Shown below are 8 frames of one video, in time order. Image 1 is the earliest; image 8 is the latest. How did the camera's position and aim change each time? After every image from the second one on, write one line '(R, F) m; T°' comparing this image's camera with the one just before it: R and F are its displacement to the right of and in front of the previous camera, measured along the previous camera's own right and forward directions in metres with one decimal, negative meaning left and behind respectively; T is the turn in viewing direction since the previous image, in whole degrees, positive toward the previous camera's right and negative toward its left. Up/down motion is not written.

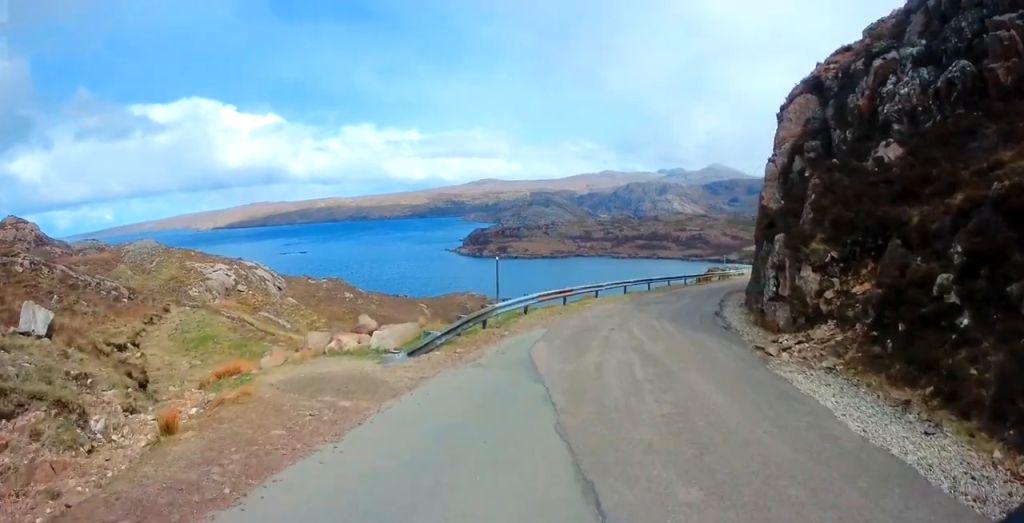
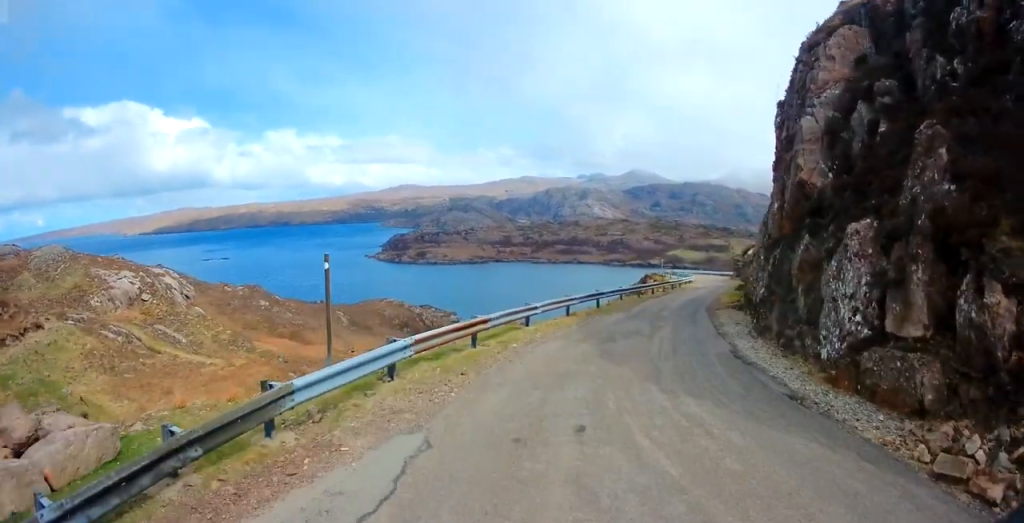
(+0.9, +9.4) m; +8°
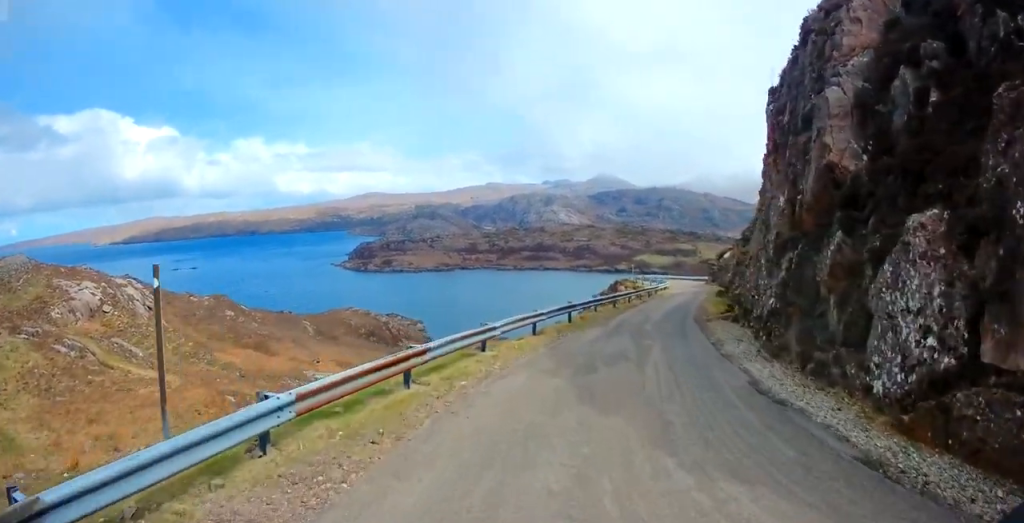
(0.0, +3.4) m; +4°
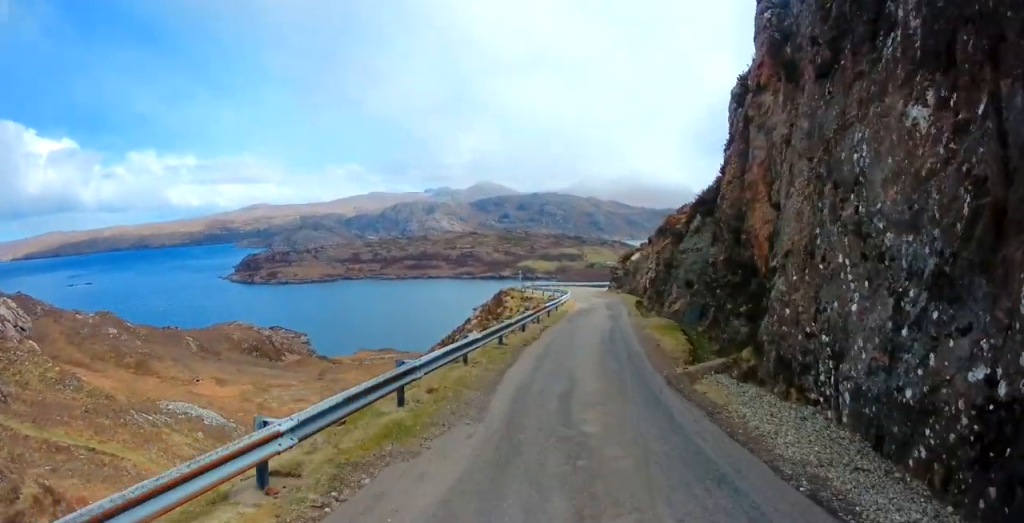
(+1.2, +10.7) m; +12°
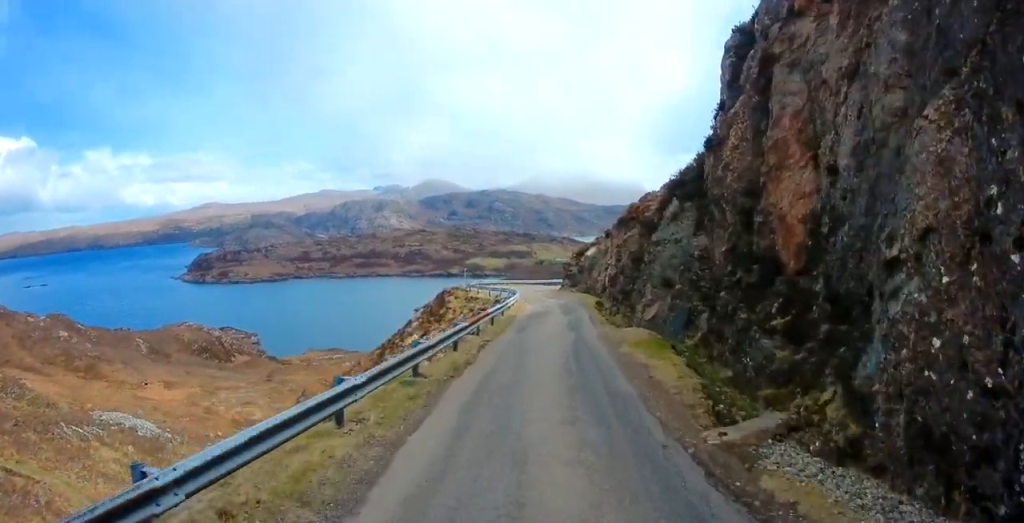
(+0.2, +5.0) m; +3°
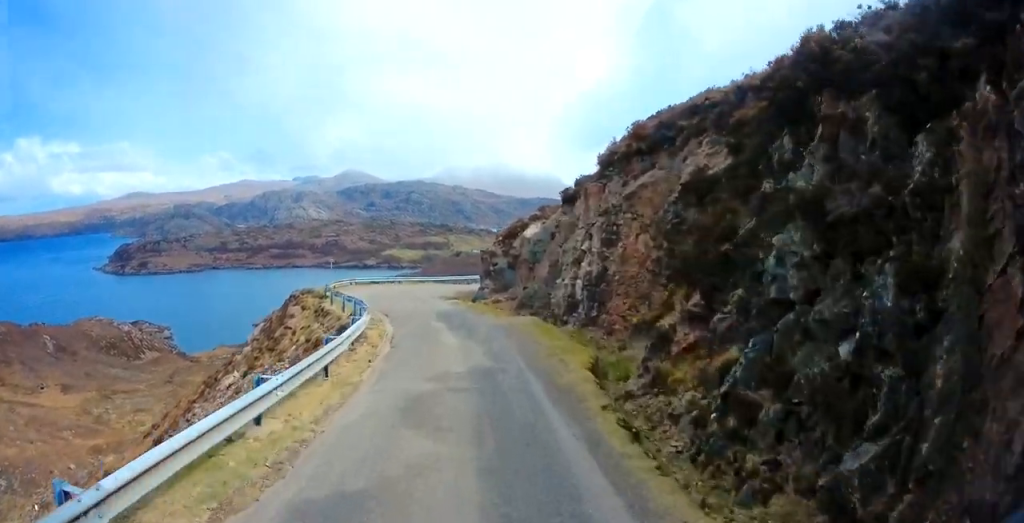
(+0.7, +22.4) m; +4°
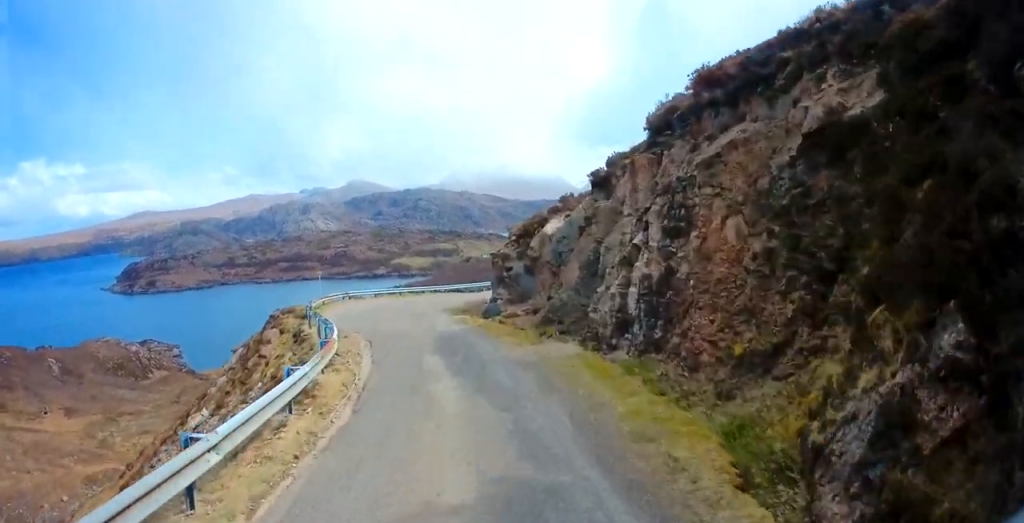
(+0.2, +5.7) m; -1°
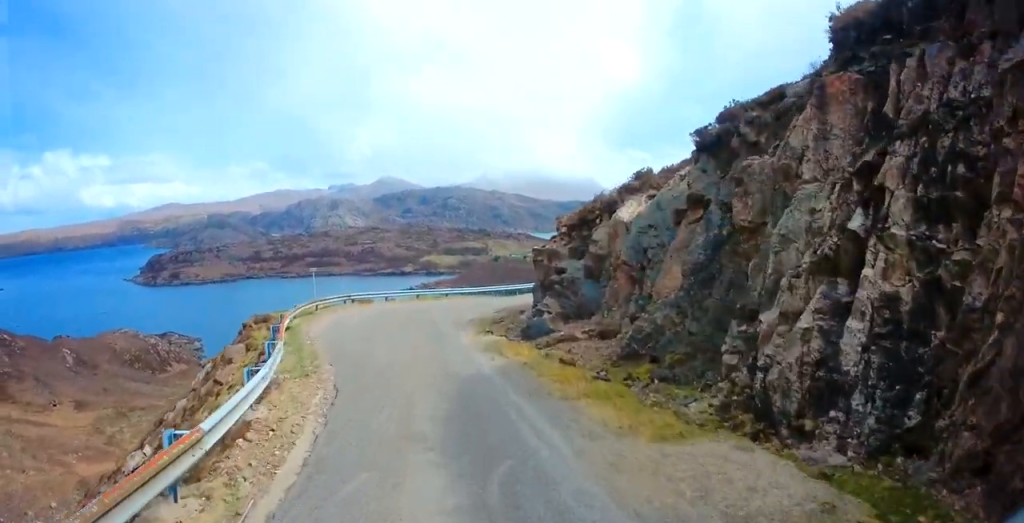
(0.0, +7.9) m; -3°
